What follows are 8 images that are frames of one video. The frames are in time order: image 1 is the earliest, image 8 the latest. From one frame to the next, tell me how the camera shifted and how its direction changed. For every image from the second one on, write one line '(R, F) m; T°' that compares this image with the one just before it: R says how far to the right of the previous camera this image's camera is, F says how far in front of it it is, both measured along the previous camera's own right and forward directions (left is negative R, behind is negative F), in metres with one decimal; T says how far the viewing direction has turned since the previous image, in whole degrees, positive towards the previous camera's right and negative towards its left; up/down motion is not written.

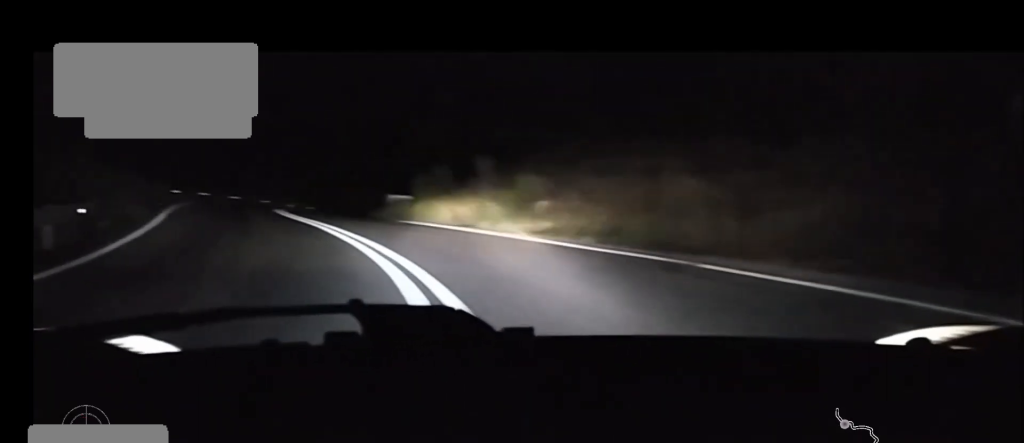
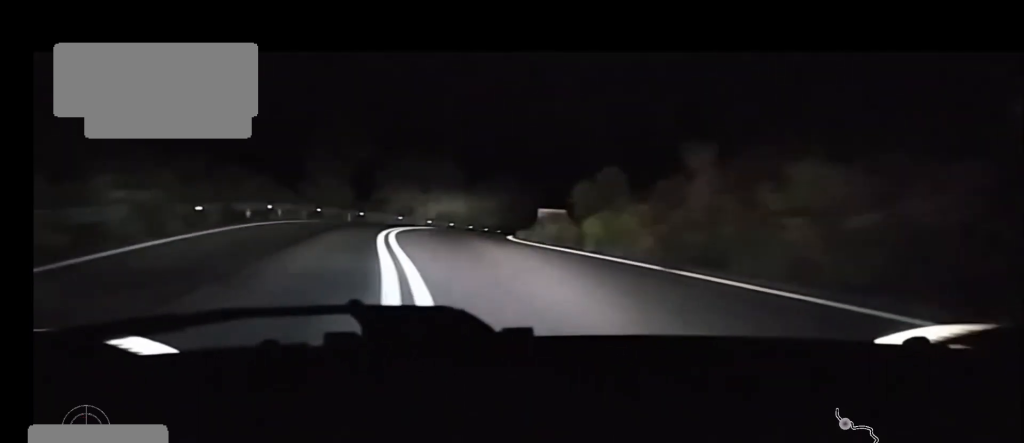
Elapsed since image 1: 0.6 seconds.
(-1.2, +11.9) m; -5°
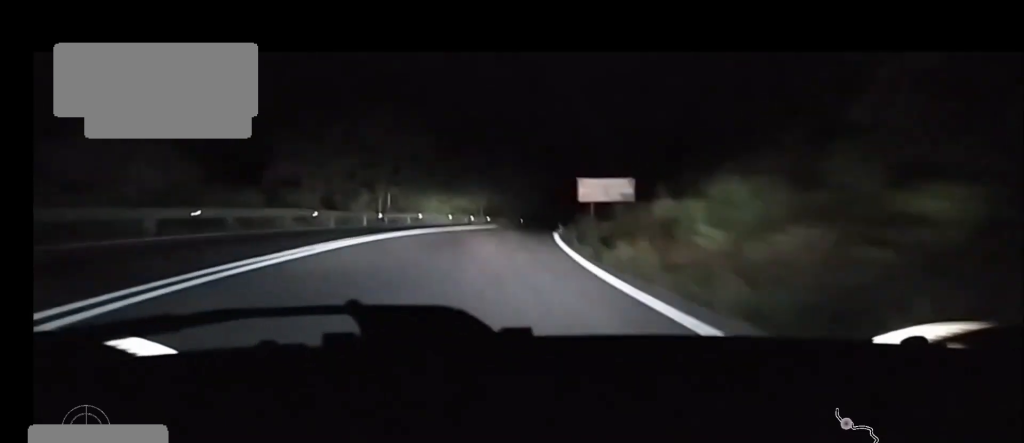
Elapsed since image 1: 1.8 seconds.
(-0.8, +23.6) m; 0°
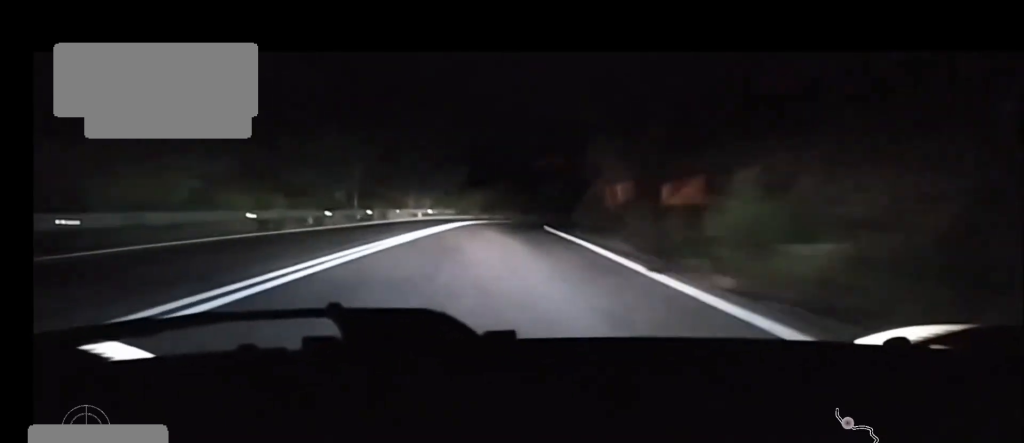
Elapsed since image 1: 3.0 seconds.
(+1.1, +26.2) m; +3°
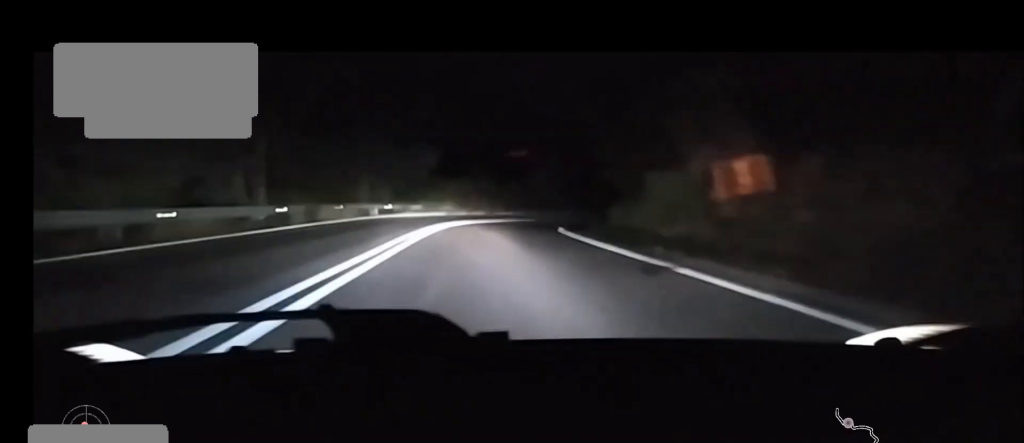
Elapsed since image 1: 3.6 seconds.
(-0.3, +11.8) m; +2°
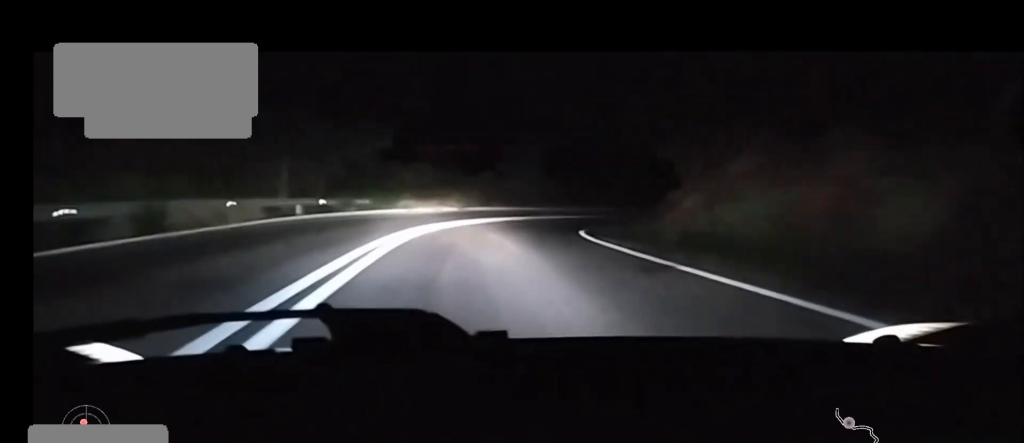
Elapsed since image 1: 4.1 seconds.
(+0.2, +9.2) m; +5°
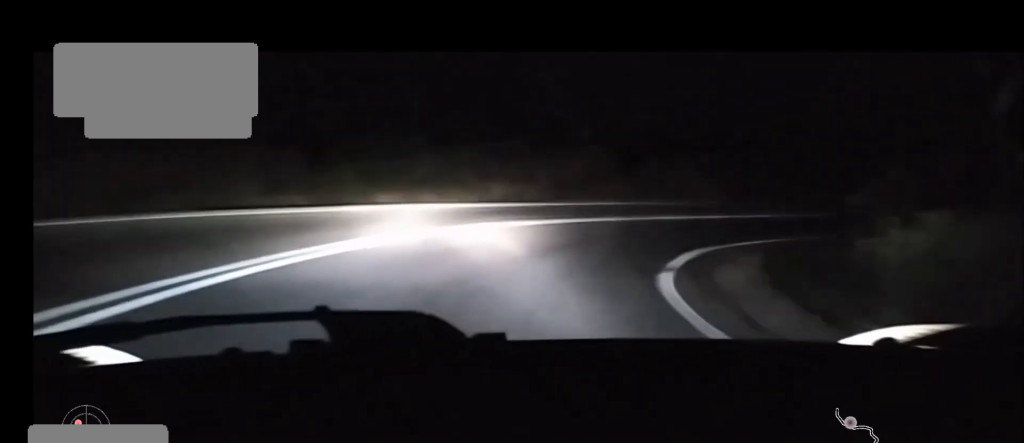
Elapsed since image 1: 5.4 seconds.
(+4.1, +24.2) m; +26°
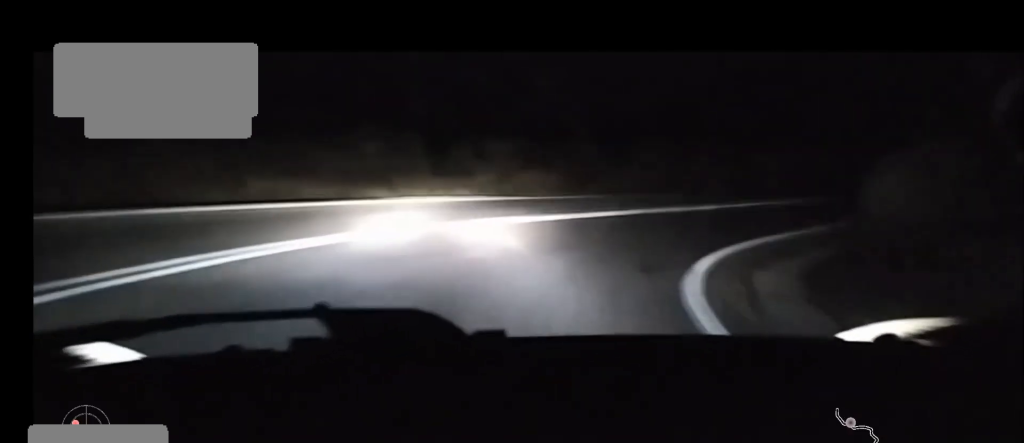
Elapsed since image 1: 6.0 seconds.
(+0.6, +8.8) m; +14°
